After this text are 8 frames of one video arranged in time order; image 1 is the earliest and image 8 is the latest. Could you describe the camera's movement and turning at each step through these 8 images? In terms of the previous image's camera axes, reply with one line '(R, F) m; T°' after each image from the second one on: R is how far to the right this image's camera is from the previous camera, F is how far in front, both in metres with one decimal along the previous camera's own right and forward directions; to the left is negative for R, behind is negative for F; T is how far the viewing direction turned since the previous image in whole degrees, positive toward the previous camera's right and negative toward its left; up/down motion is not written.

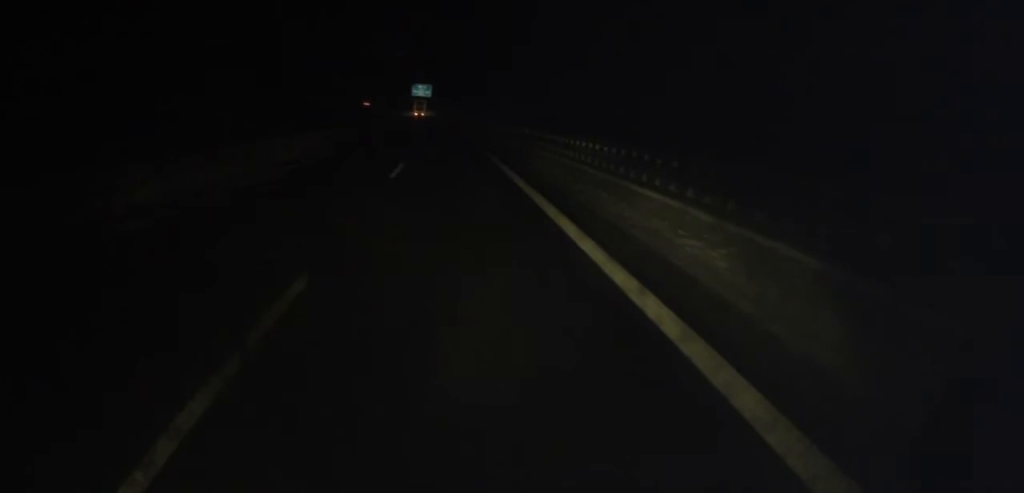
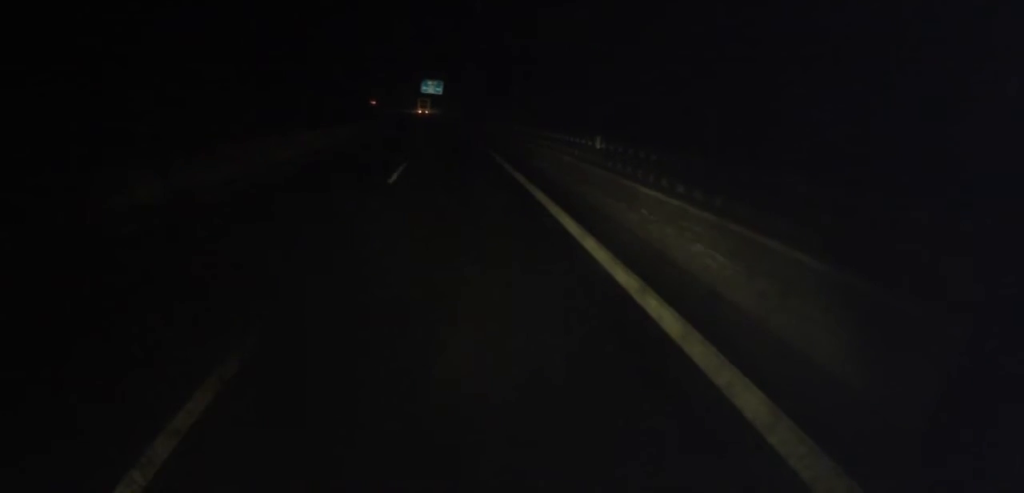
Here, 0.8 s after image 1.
(0.0, +20.4) m; 0°
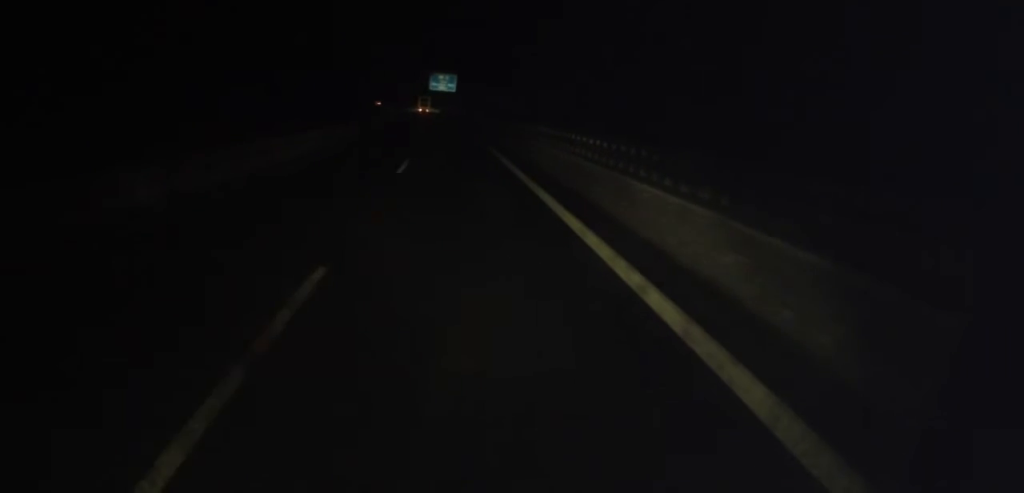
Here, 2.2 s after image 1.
(-0.4, +34.0) m; -2°
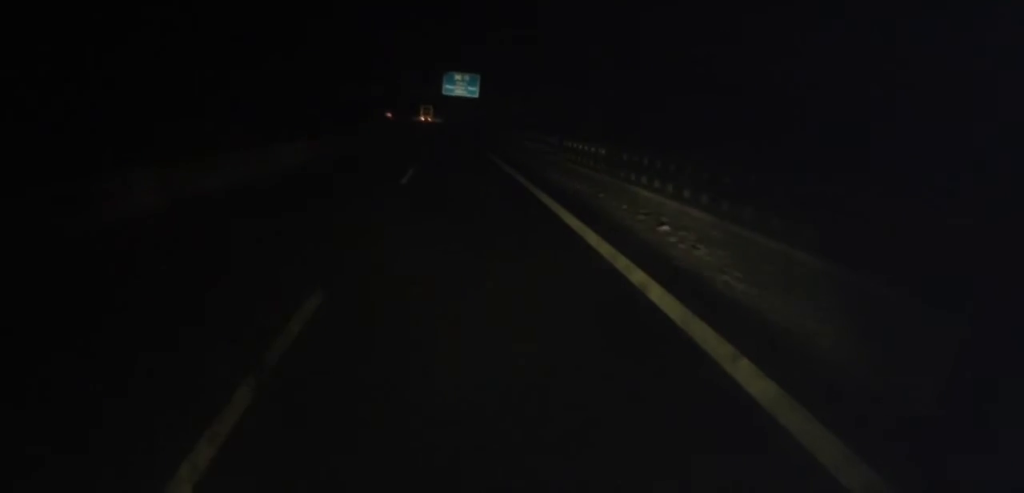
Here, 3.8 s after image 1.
(-0.8, +37.6) m; -2°
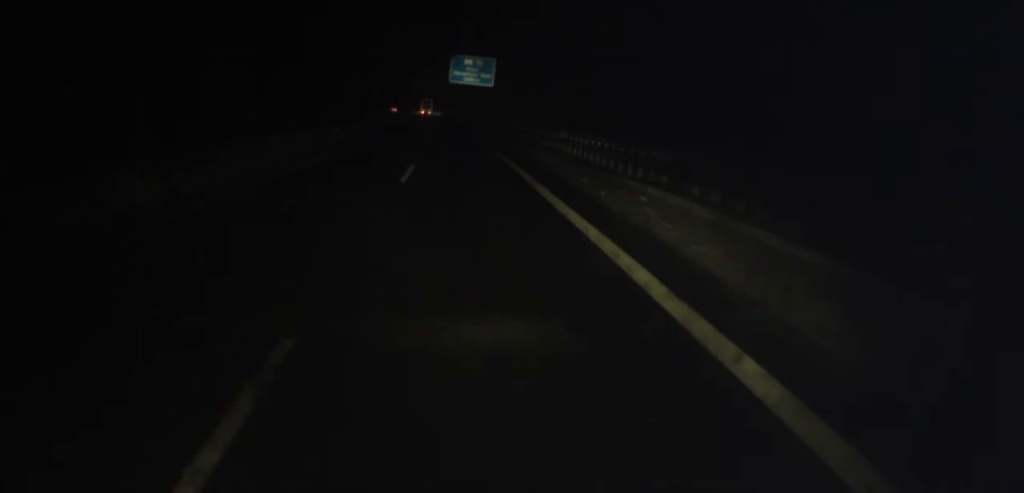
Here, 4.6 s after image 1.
(-0.1, +19.7) m; -1°
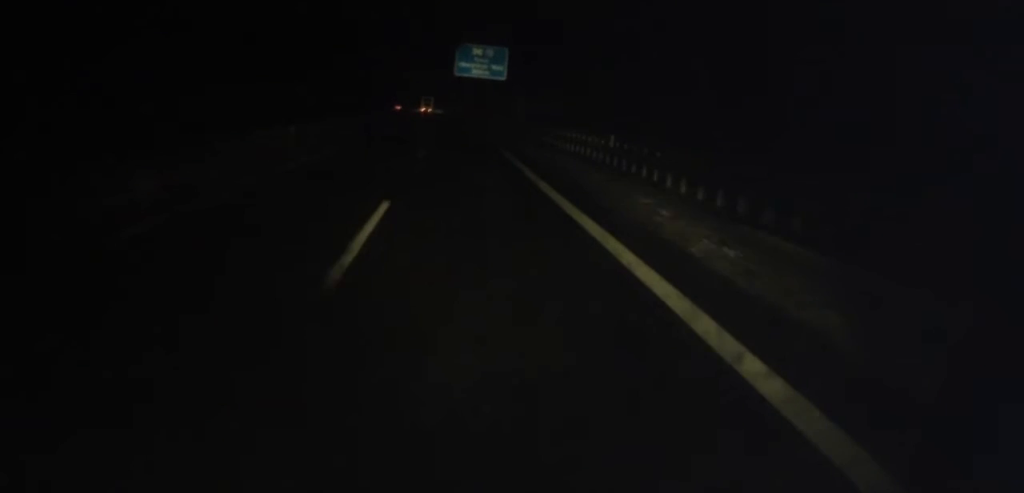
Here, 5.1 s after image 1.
(0.0, +10.9) m; 0°
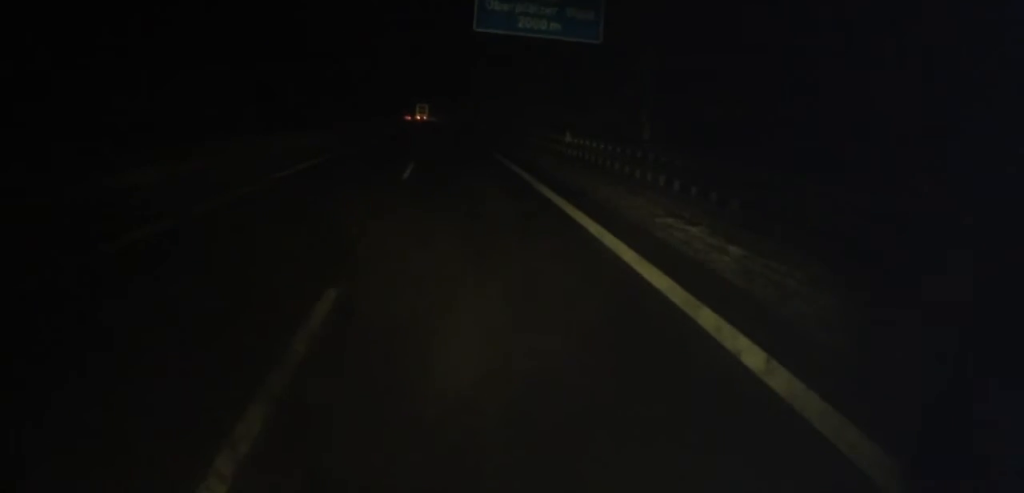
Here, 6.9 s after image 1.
(-0.2, +41.9) m; 0°
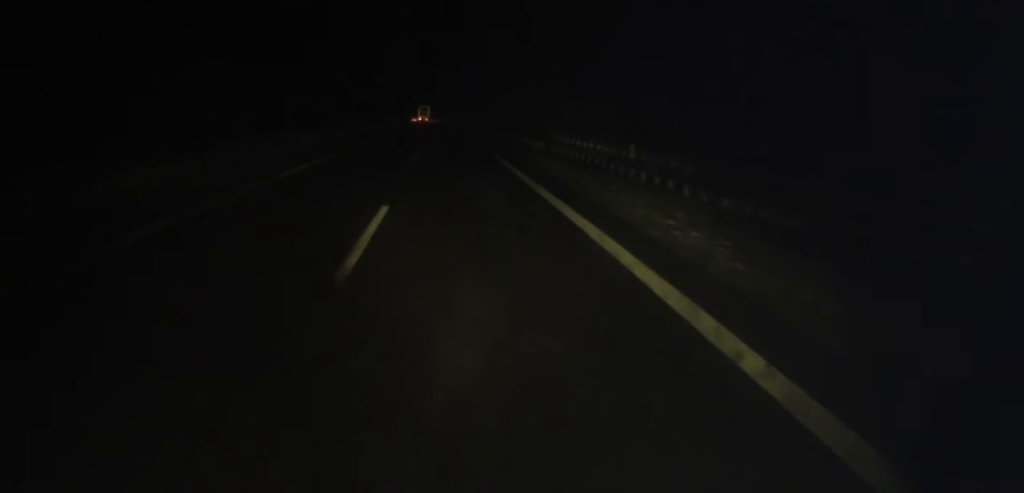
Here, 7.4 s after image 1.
(+0.1, +11.3) m; 0°
